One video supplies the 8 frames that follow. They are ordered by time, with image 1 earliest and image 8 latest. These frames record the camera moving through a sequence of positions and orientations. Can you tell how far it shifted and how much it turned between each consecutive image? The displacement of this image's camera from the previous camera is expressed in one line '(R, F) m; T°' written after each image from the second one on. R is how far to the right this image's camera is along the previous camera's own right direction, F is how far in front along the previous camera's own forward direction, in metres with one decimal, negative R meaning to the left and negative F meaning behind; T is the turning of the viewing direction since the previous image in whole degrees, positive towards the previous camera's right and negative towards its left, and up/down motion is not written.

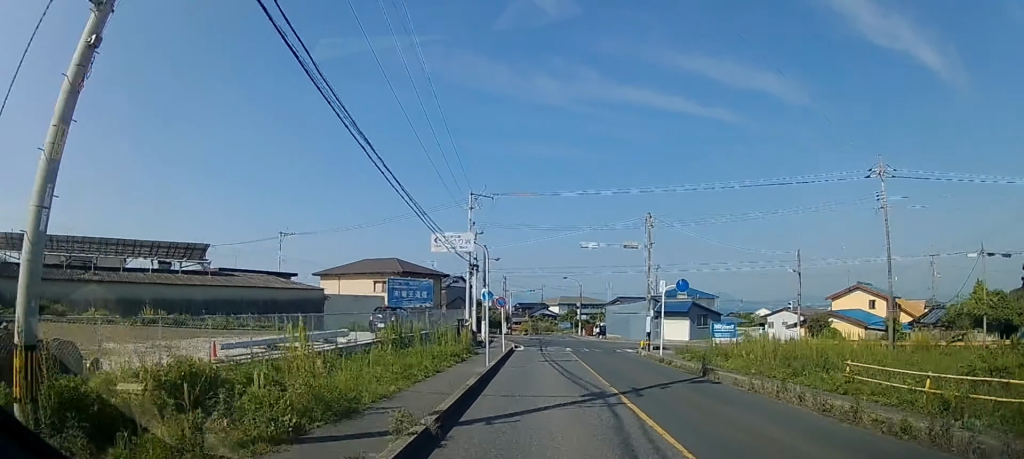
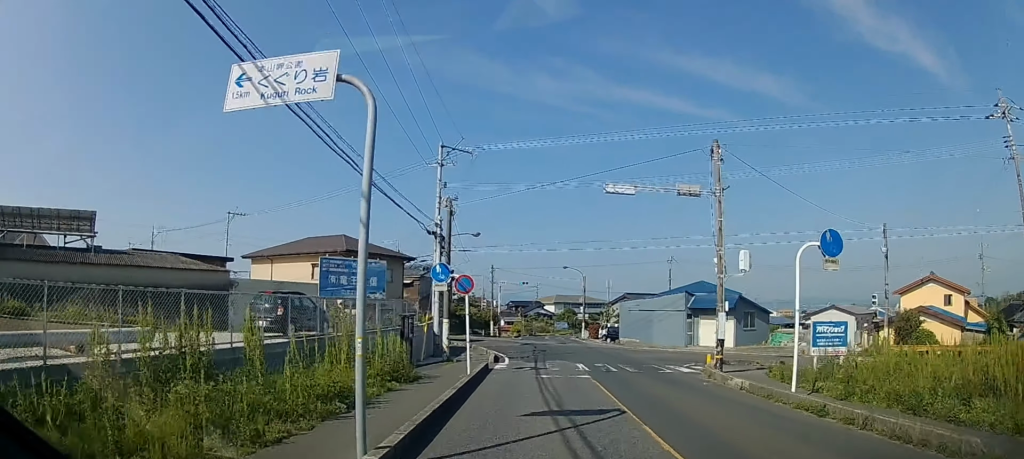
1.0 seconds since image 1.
(0.0, +15.0) m; 0°
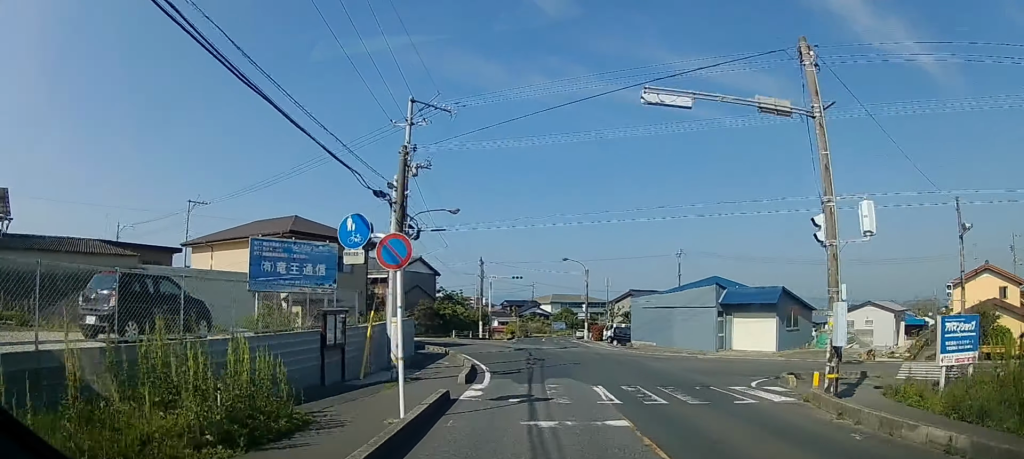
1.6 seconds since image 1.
(0.0, +9.9) m; 0°
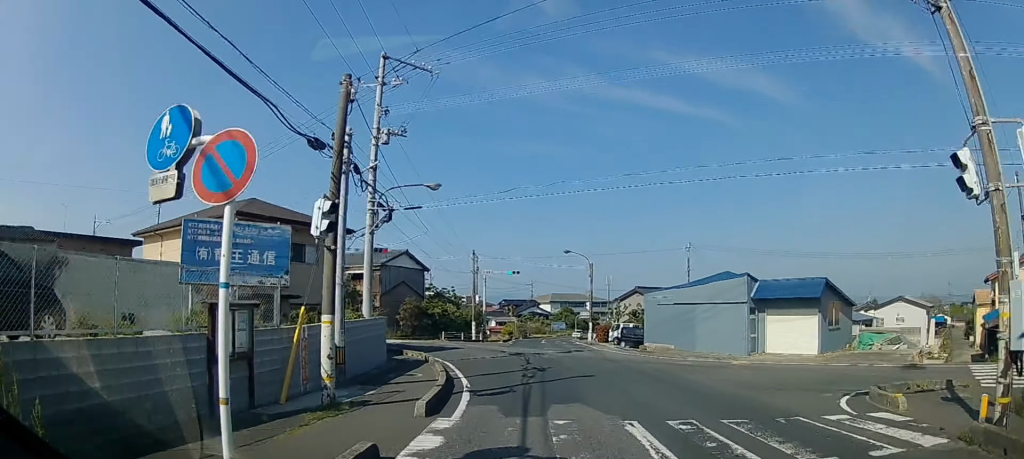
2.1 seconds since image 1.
(0.0, +6.7) m; 0°
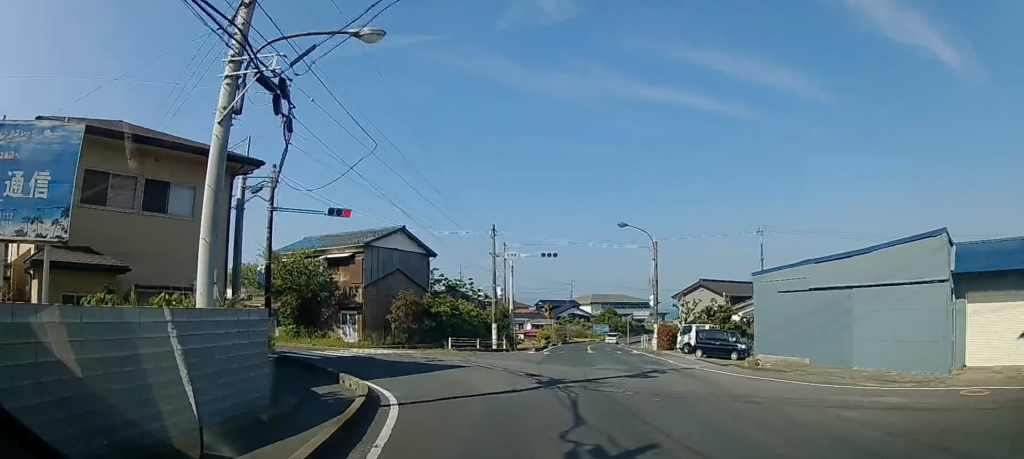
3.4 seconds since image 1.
(0.0, +17.7) m; -2°
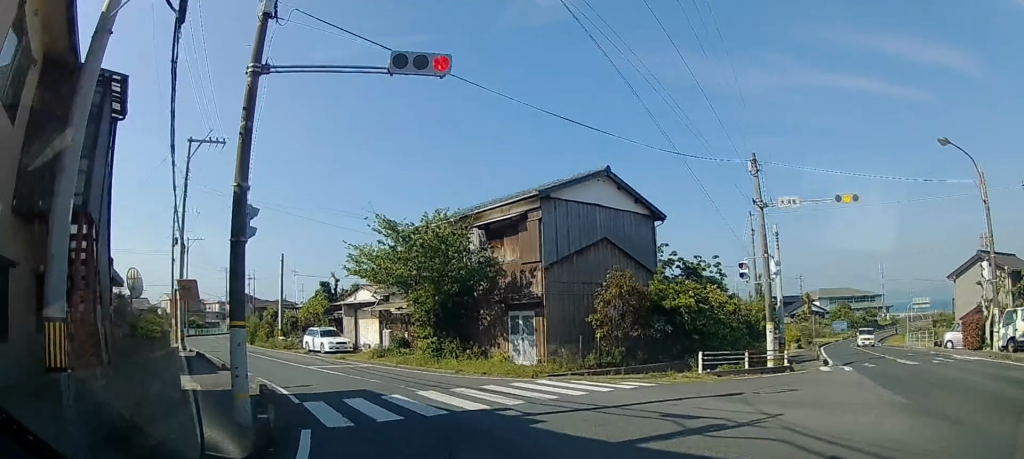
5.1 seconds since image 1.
(-1.7, +17.5) m; -17°
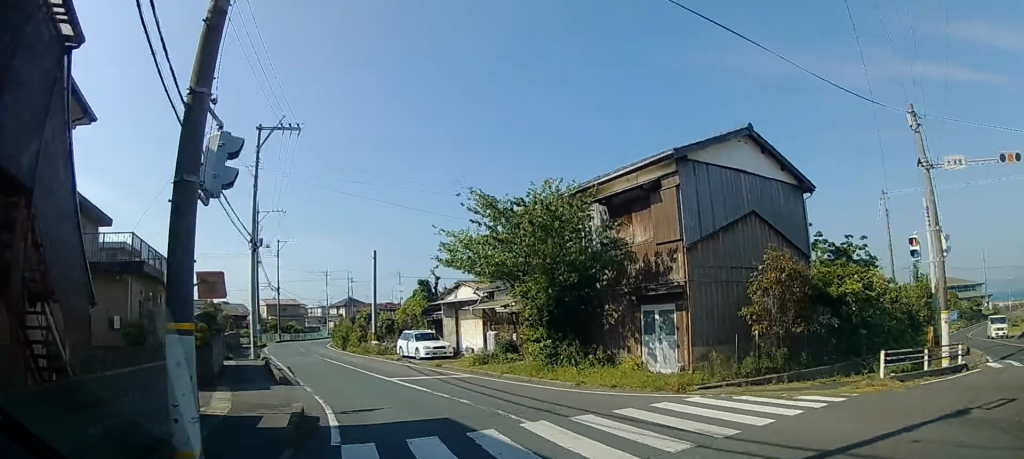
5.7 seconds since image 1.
(-0.4, +5.1) m; -9°
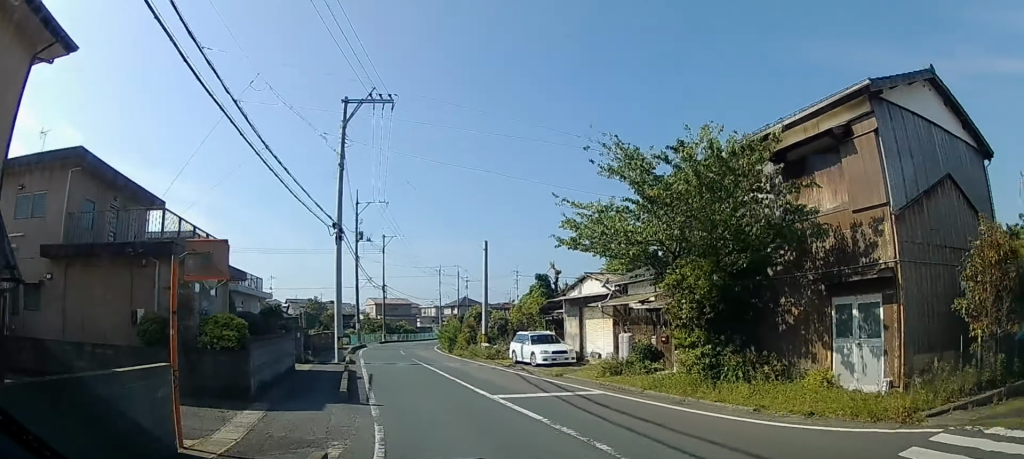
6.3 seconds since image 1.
(-0.5, +4.8) m; -11°
